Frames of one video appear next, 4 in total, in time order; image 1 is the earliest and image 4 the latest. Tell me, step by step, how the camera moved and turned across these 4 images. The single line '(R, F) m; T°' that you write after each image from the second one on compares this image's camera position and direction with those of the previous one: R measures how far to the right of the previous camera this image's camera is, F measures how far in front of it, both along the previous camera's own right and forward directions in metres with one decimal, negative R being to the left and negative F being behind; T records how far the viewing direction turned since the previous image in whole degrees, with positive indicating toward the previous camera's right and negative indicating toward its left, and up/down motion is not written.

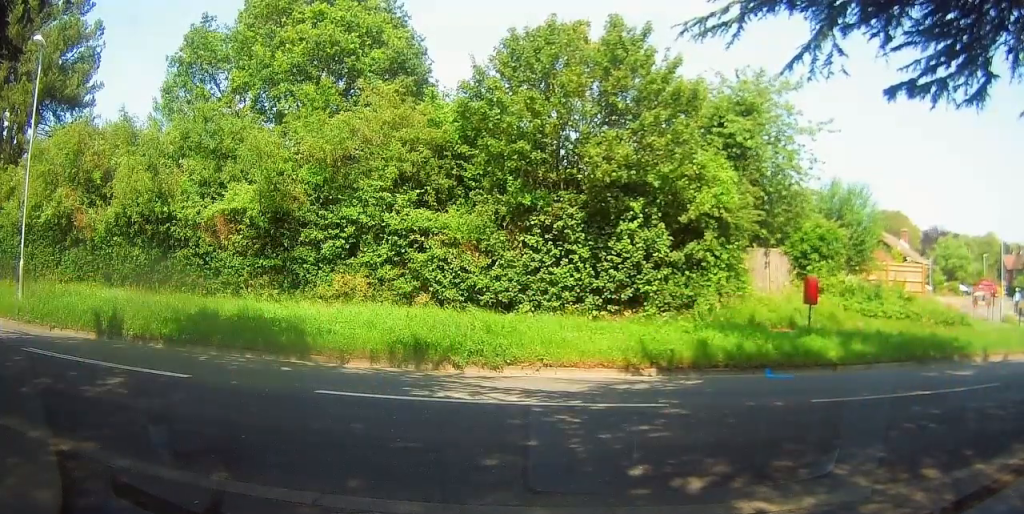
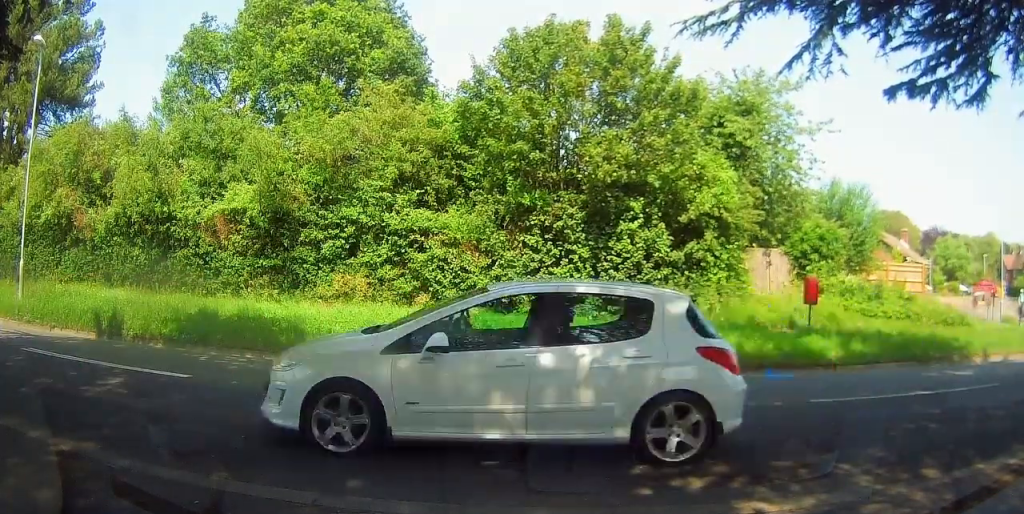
(0.0, 0.0) m; 0°
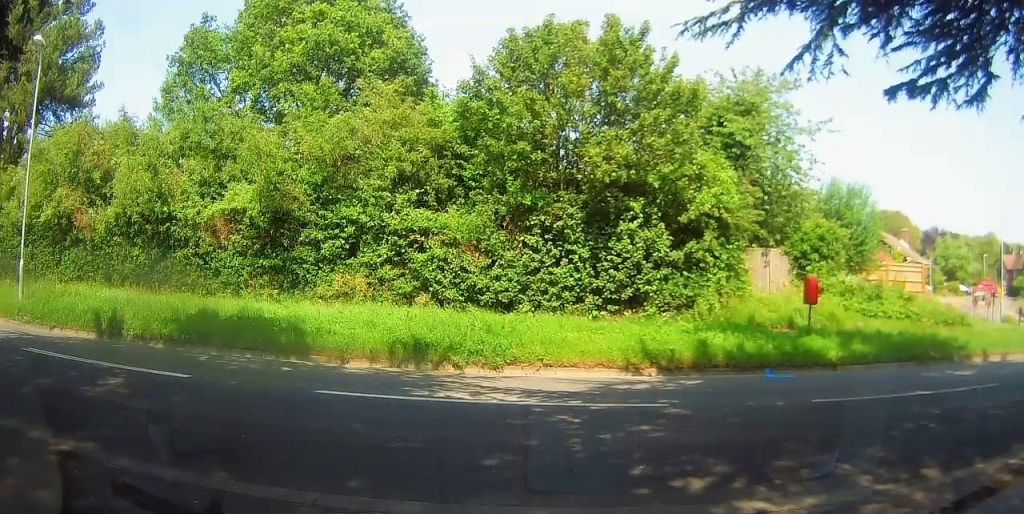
(0.0, 0.0) m; 0°
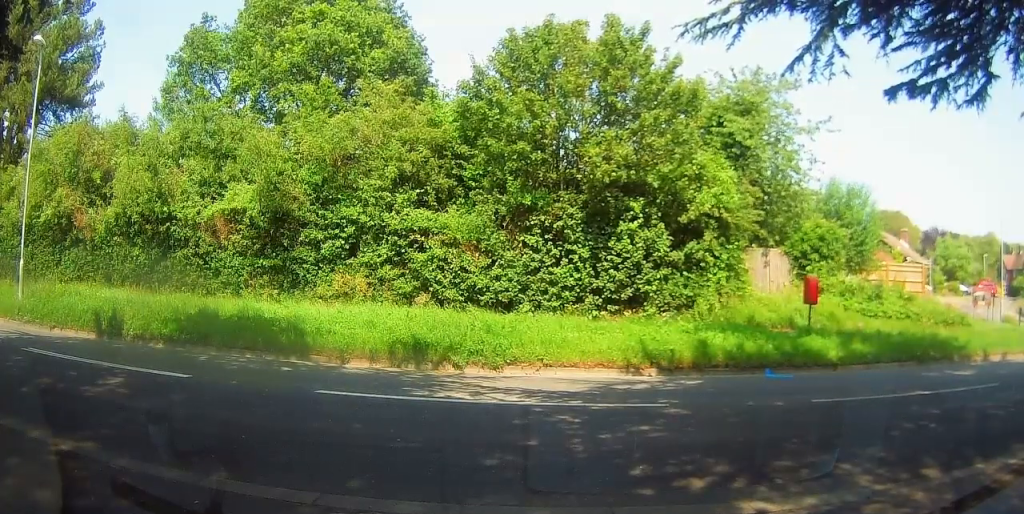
(0.0, 0.0) m; 0°
